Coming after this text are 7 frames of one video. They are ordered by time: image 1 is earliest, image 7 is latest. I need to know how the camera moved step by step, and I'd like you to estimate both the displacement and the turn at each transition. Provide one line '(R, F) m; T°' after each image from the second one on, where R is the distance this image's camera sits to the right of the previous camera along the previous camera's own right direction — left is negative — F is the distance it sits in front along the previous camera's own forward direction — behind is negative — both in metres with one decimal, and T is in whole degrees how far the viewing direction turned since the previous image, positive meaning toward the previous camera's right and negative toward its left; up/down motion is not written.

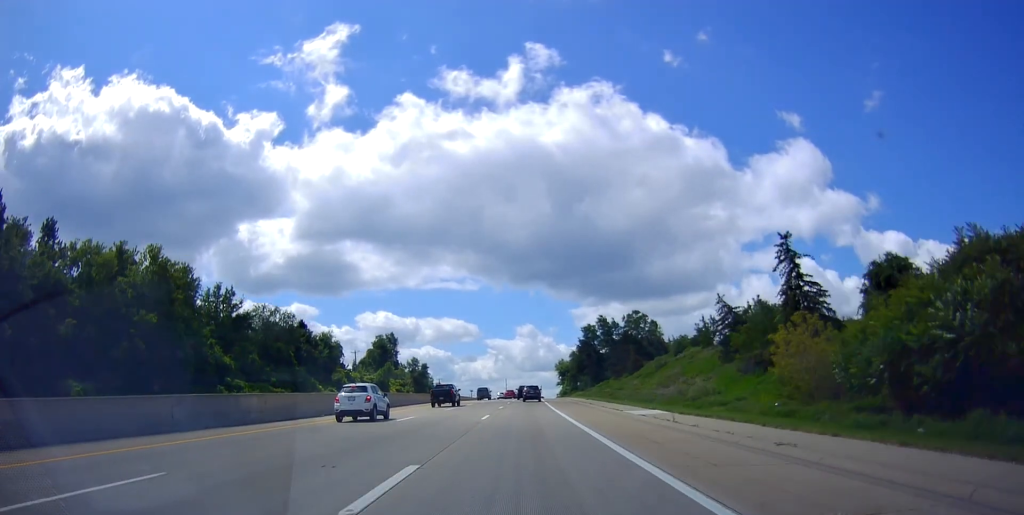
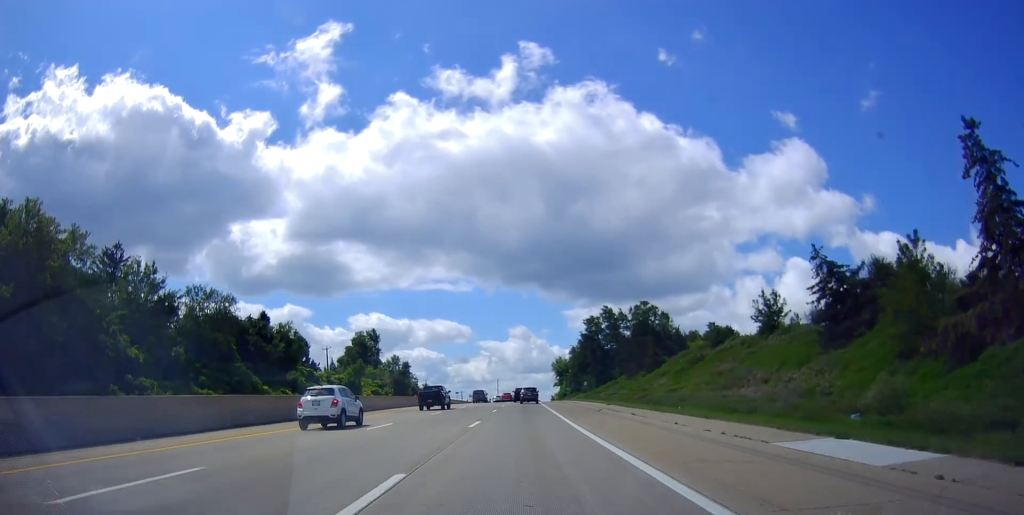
(+0.2, +20.9) m; 0°
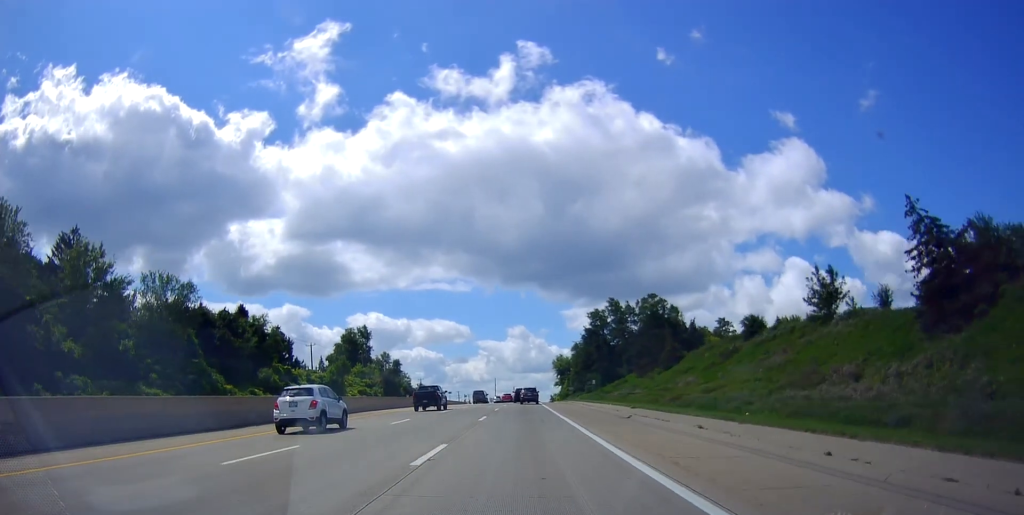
(0.0, +11.2) m; 0°
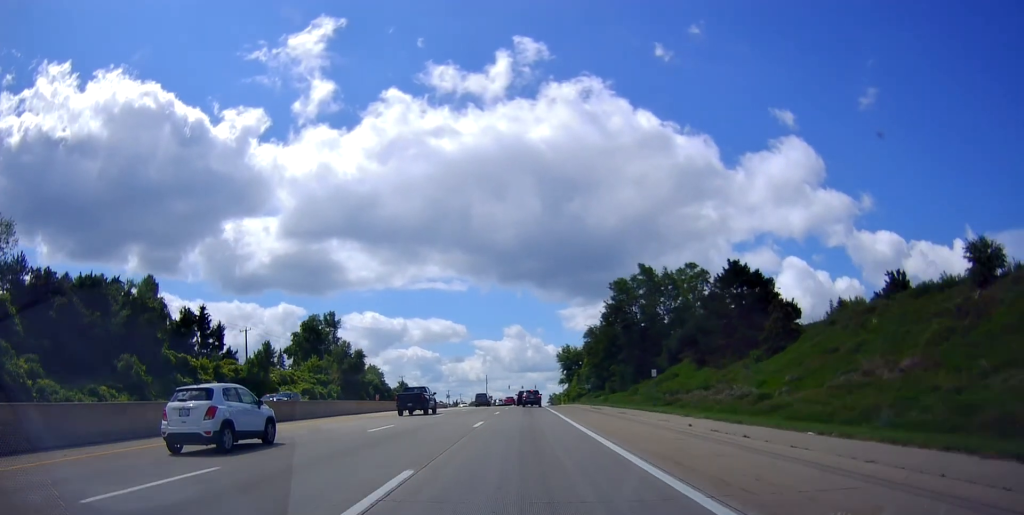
(+0.5, +35.1) m; +1°
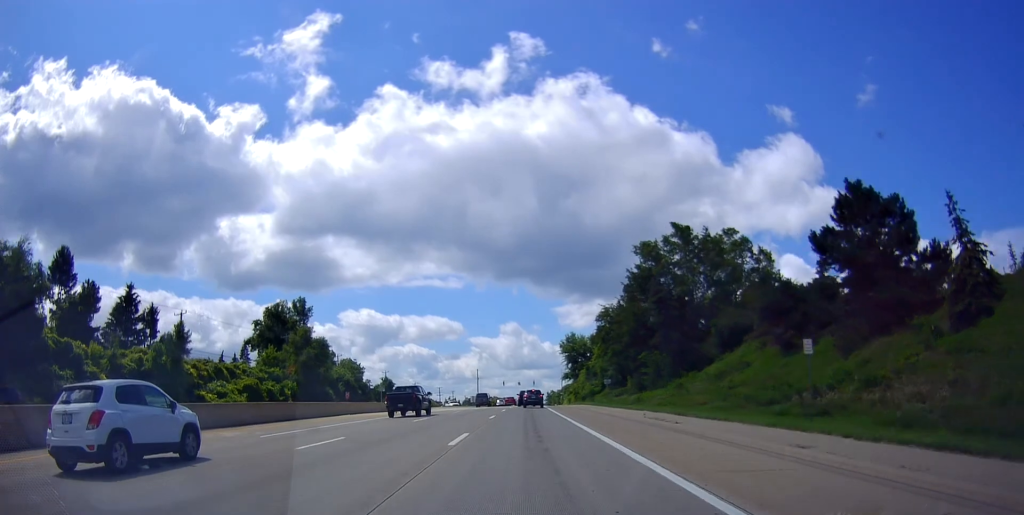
(-0.1, +23.0) m; 0°
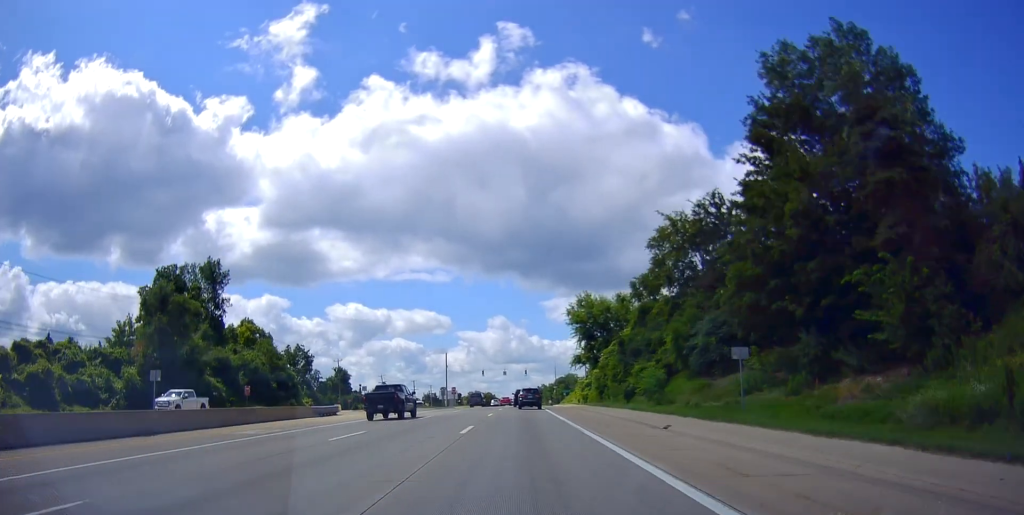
(+0.2, +43.3) m; 0°
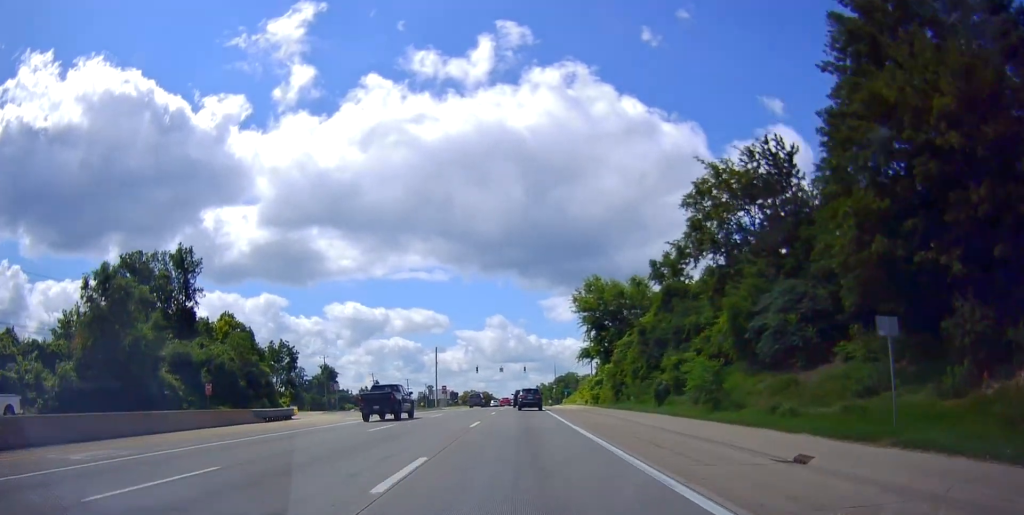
(-0.3, +11.0) m; 0°
